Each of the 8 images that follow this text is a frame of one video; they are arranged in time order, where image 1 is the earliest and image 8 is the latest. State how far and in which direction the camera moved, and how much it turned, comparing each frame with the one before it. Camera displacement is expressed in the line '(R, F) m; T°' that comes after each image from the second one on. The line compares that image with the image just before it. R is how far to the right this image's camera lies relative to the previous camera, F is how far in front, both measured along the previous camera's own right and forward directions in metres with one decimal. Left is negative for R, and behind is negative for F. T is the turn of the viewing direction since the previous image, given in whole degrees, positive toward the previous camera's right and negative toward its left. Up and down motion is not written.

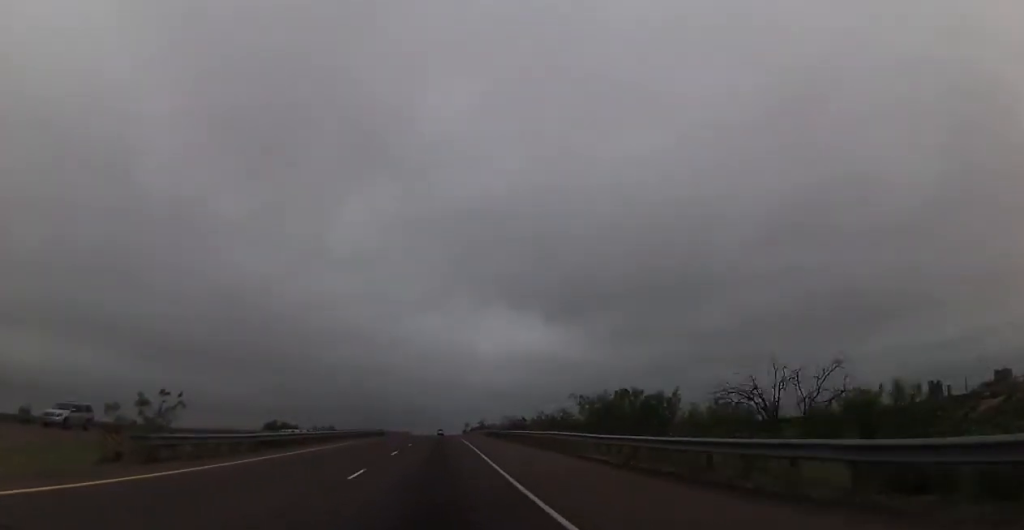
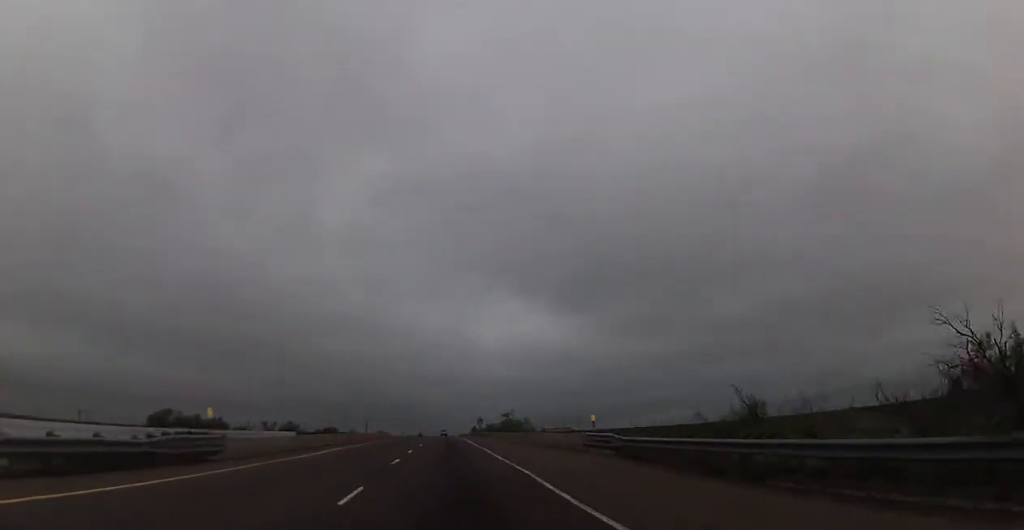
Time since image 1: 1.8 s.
(-0.2, +62.9) m; -1°
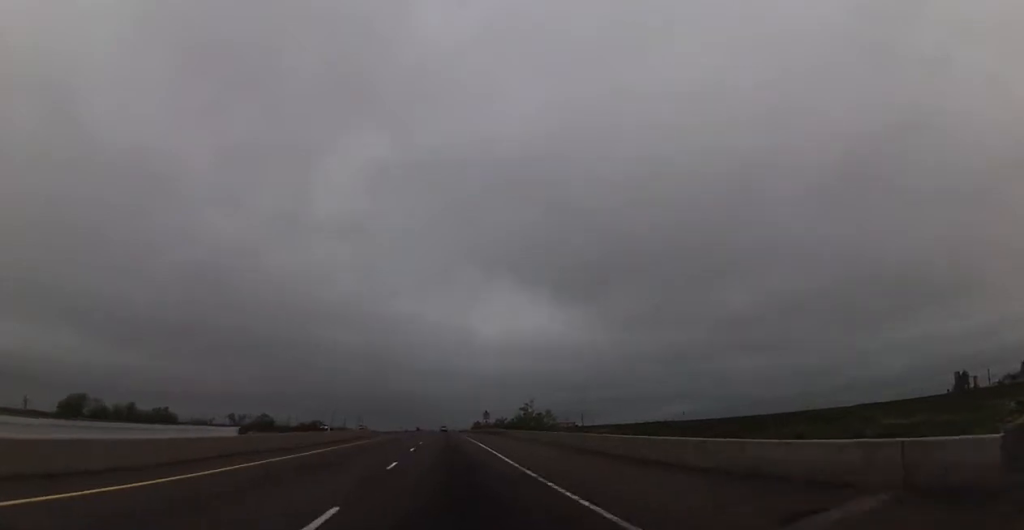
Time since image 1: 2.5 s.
(-0.3, +23.4) m; 0°
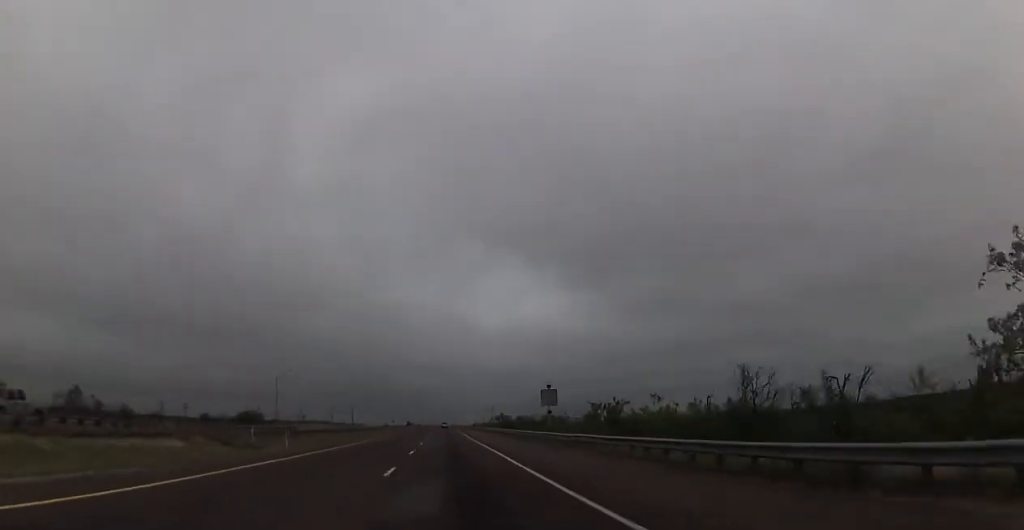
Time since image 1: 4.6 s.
(+1.5, +74.3) m; +1°
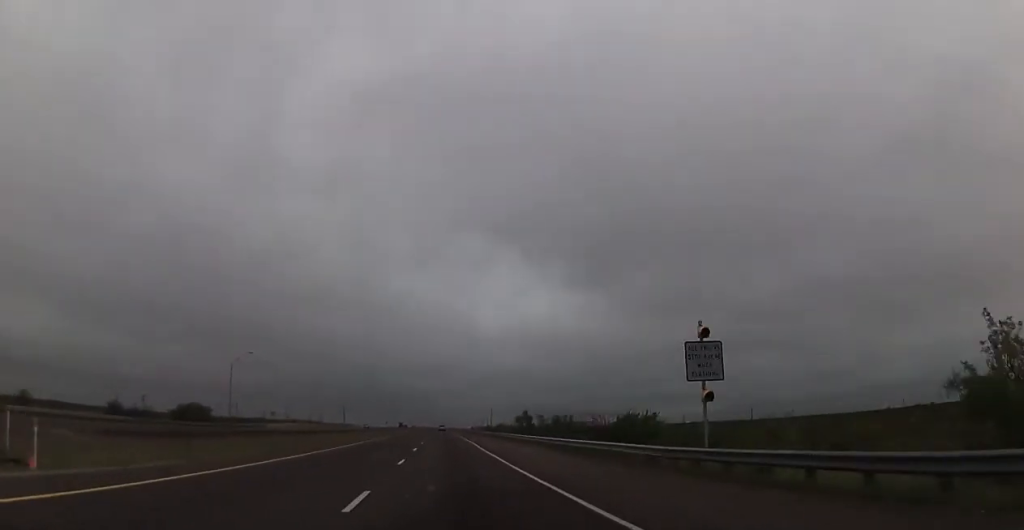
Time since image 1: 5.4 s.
(-0.4, +30.7) m; 0°
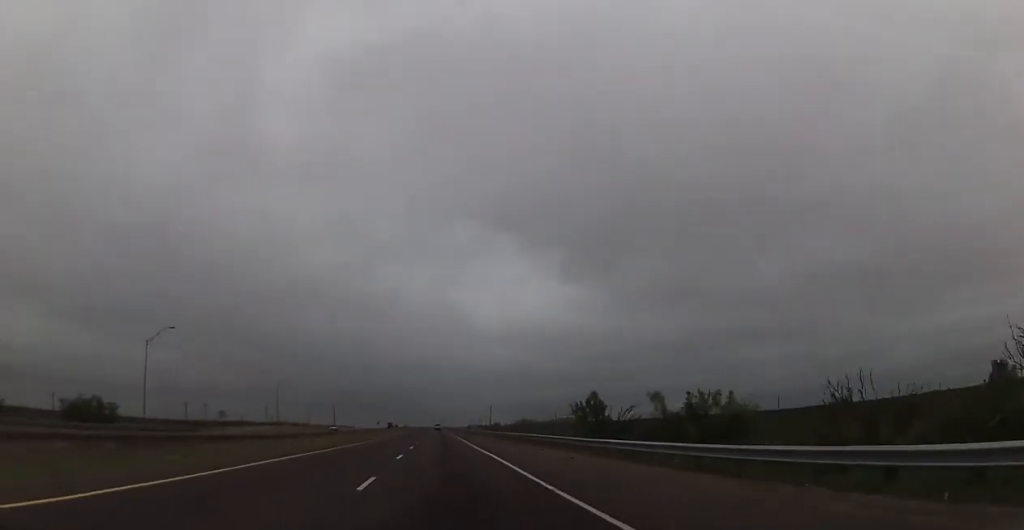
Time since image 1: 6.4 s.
(+0.7, +33.1) m; 0°
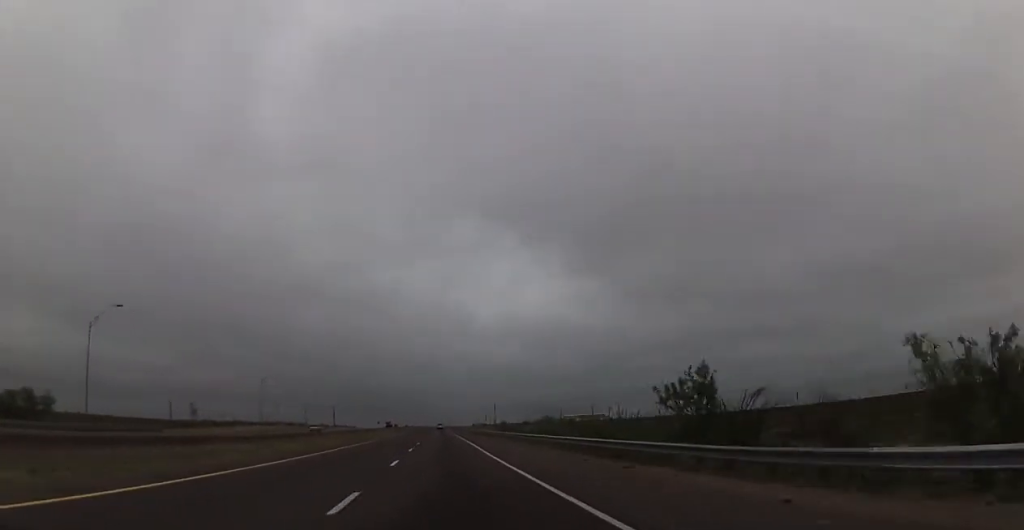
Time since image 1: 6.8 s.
(-0.2, +15.4) m; 0°
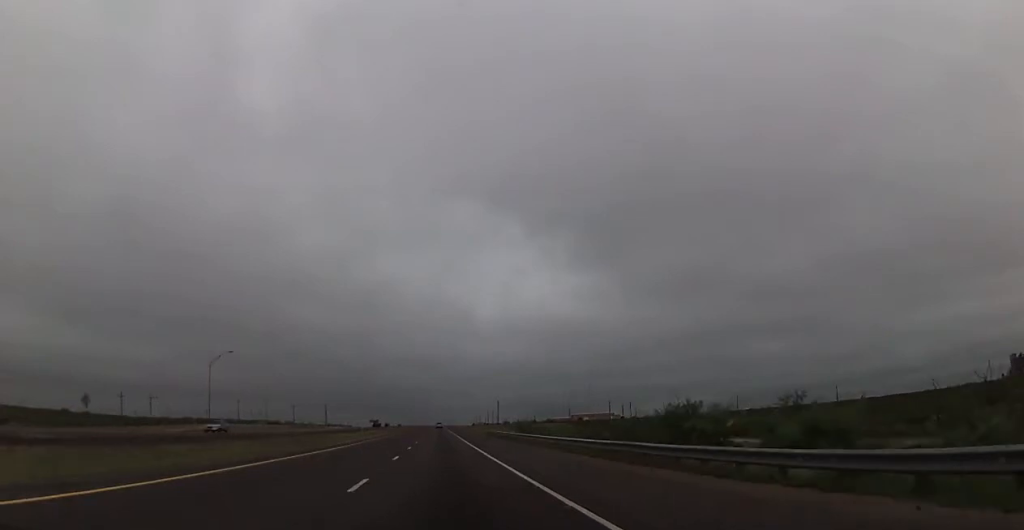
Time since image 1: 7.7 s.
(-0.3, +33.2) m; 0°
